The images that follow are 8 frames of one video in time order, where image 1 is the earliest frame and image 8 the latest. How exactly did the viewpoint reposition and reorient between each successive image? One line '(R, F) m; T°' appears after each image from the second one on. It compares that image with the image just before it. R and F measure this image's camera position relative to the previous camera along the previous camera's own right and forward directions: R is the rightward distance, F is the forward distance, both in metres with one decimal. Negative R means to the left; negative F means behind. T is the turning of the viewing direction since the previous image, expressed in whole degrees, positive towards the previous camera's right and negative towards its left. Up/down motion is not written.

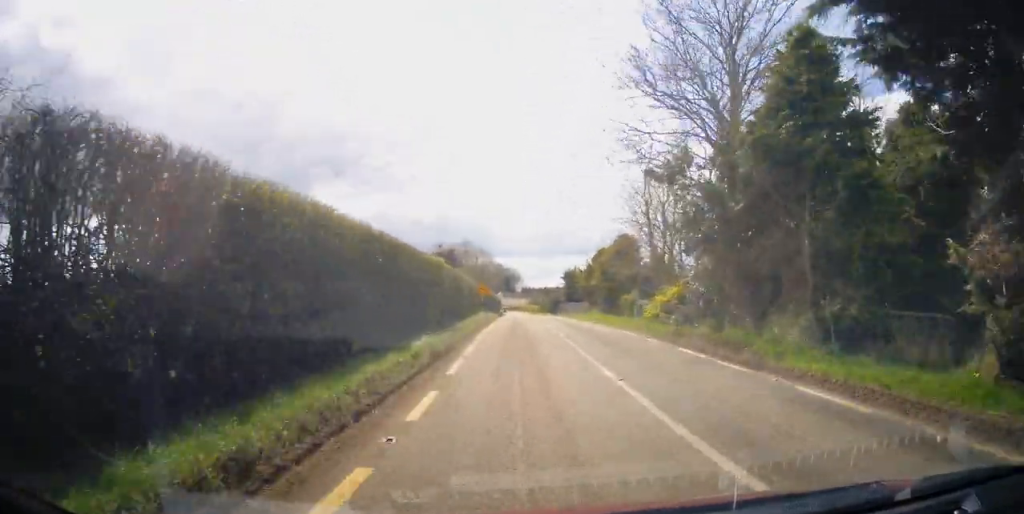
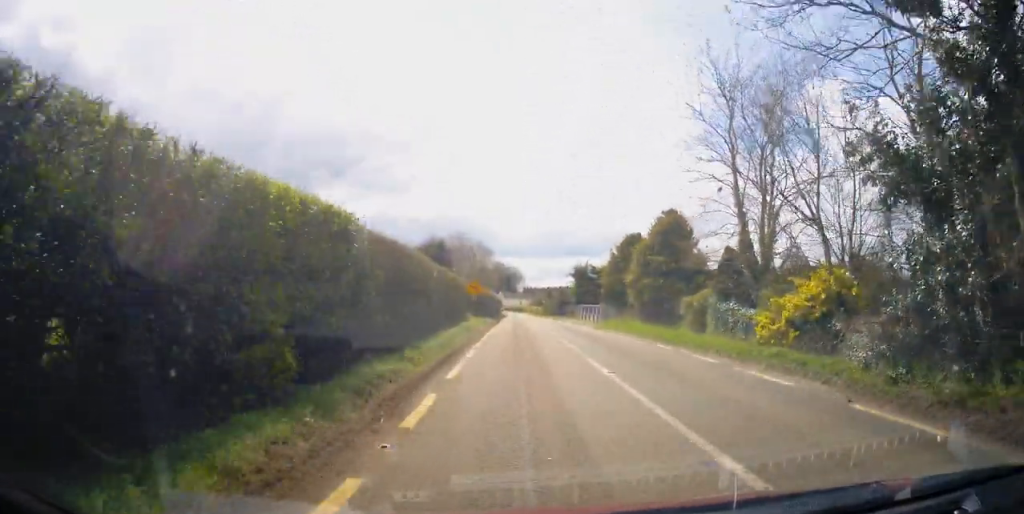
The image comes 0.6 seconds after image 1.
(0.0, +11.8) m; +1°
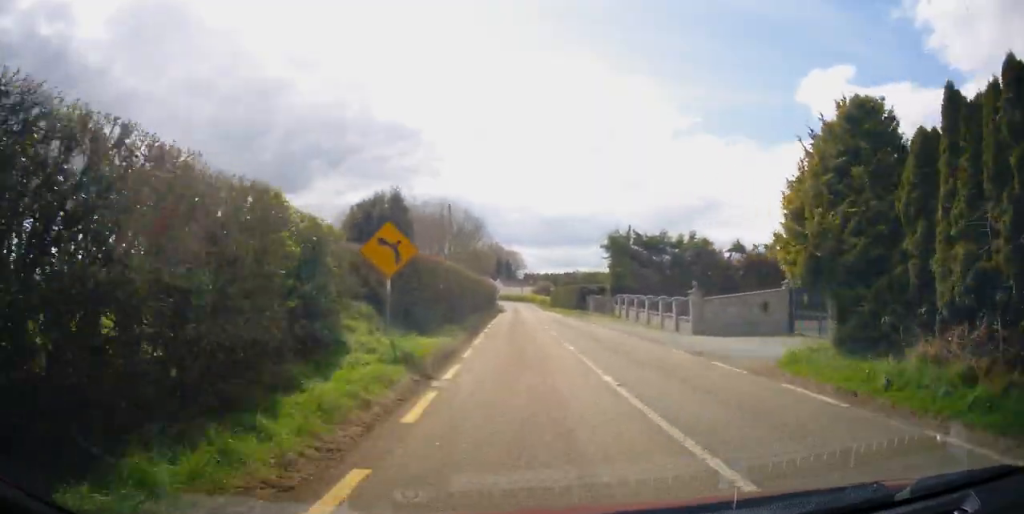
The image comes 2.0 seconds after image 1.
(+0.2, +26.2) m; 0°
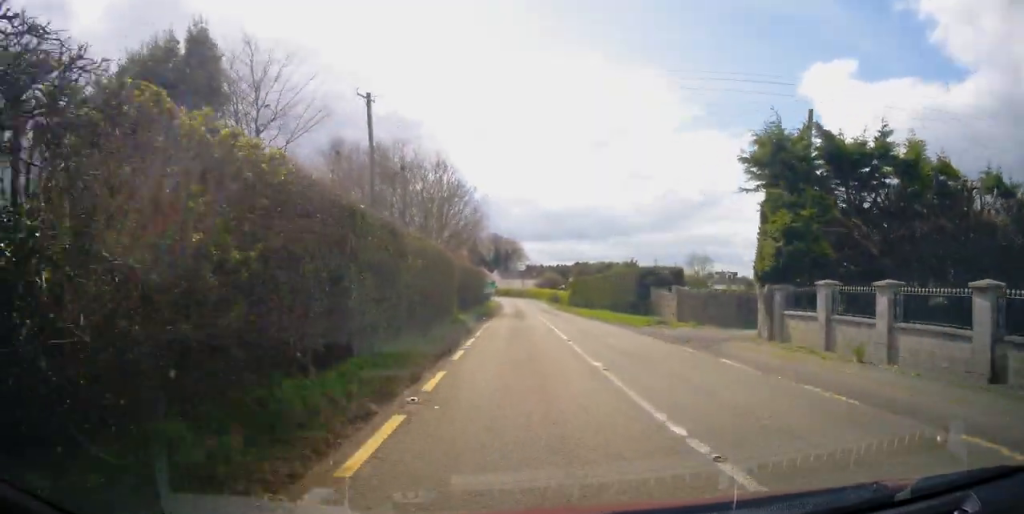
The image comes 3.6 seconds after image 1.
(-0.3, +28.5) m; 0°
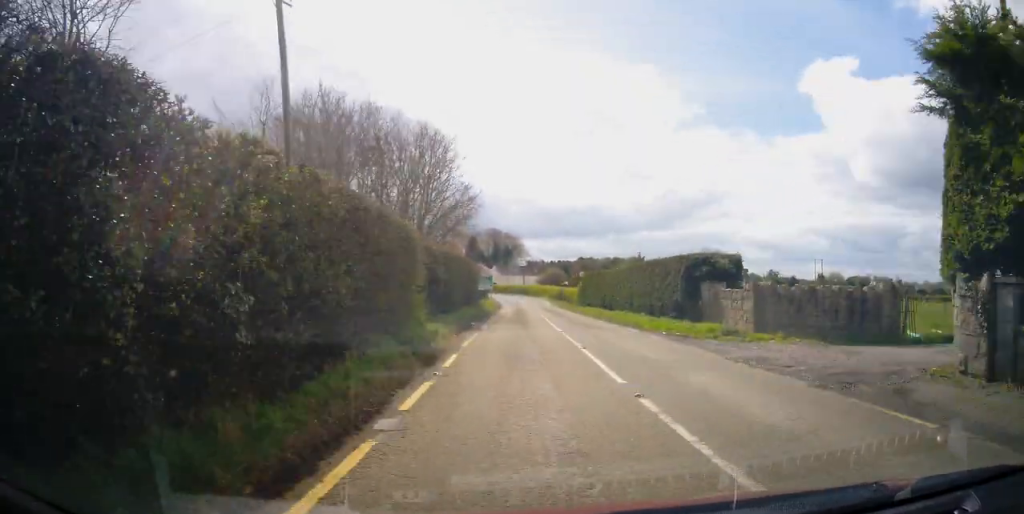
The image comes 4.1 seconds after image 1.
(+0.1, +9.2) m; 0°
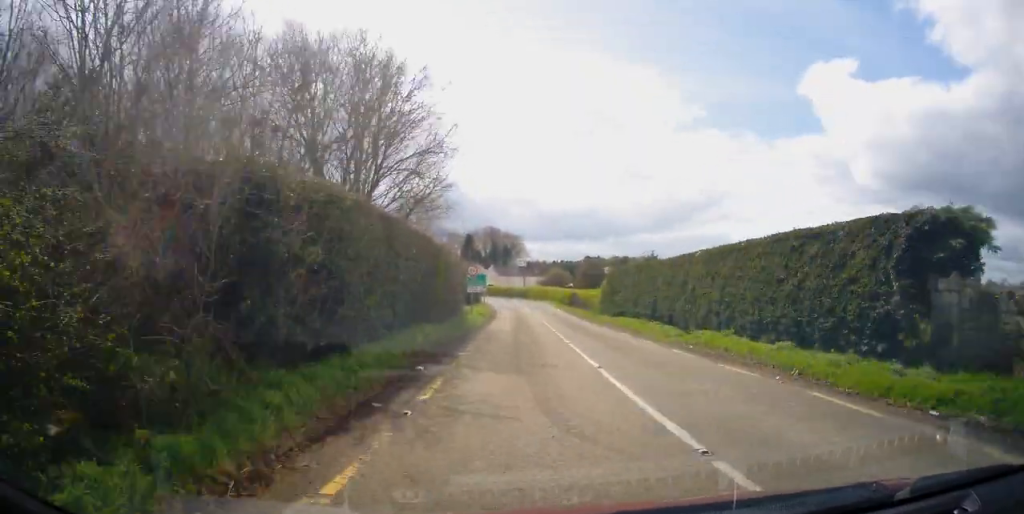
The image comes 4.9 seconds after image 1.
(+0.2, +14.5) m; +1°
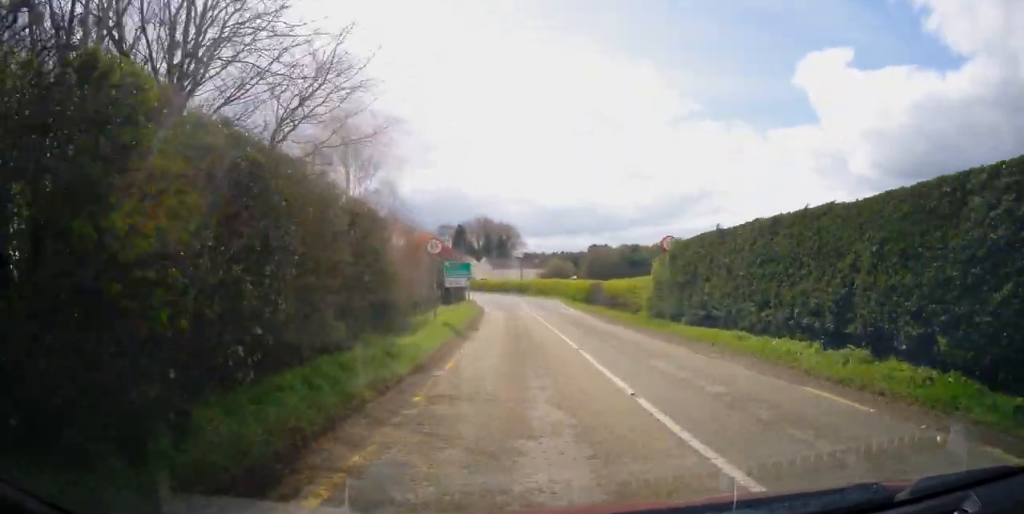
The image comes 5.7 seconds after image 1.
(0.0, +15.5) m; 0°
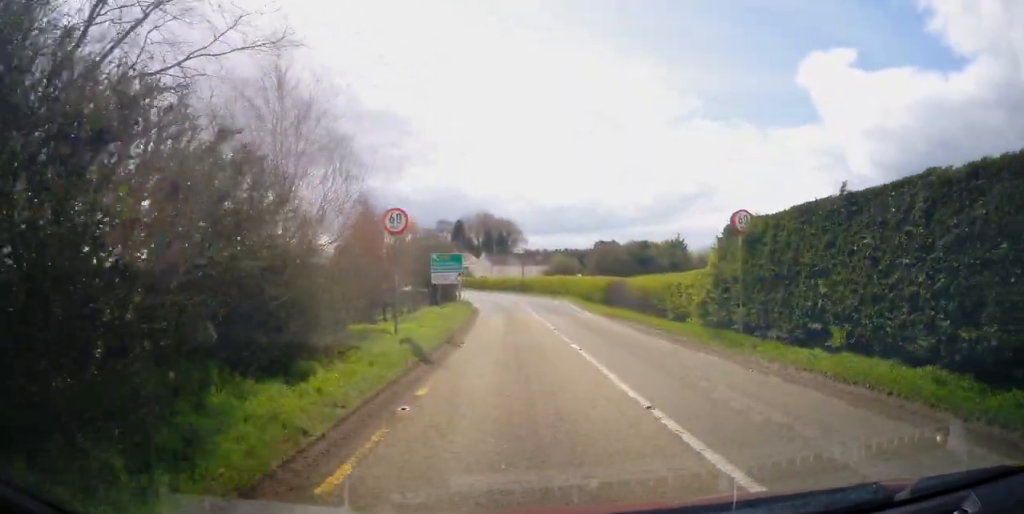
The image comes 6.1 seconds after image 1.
(0.0, +7.0) m; 0°
